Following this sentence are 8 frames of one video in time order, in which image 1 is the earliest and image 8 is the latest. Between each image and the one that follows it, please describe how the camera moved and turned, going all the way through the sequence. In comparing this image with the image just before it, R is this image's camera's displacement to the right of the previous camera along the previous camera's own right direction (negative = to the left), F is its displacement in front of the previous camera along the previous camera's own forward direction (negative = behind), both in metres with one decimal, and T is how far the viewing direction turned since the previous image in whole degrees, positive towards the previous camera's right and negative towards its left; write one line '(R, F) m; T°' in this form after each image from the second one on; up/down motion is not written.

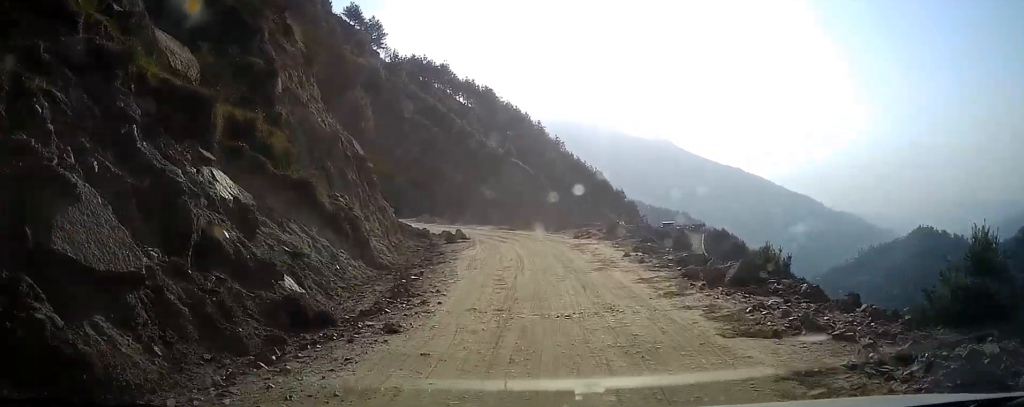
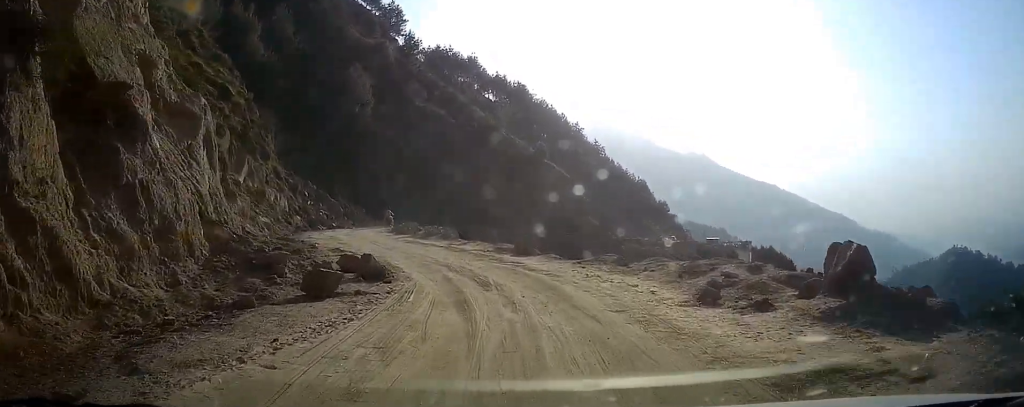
(-1.1, +17.3) m; -2°
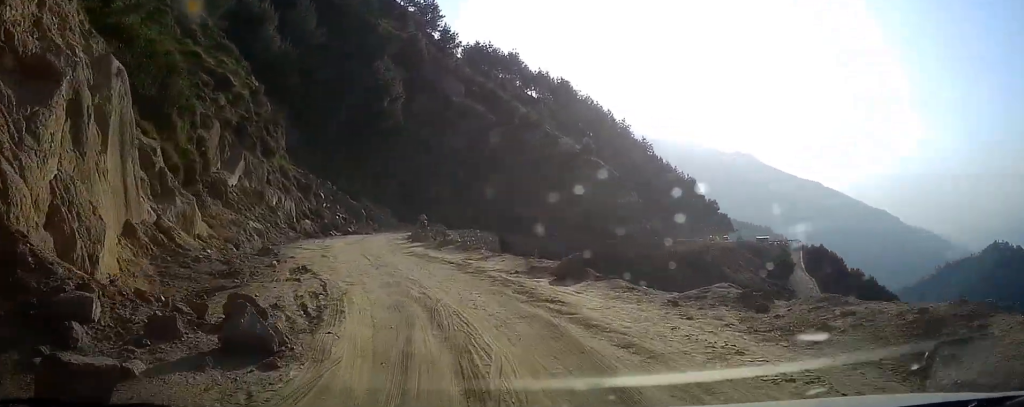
(+0.2, +6.4) m; -3°
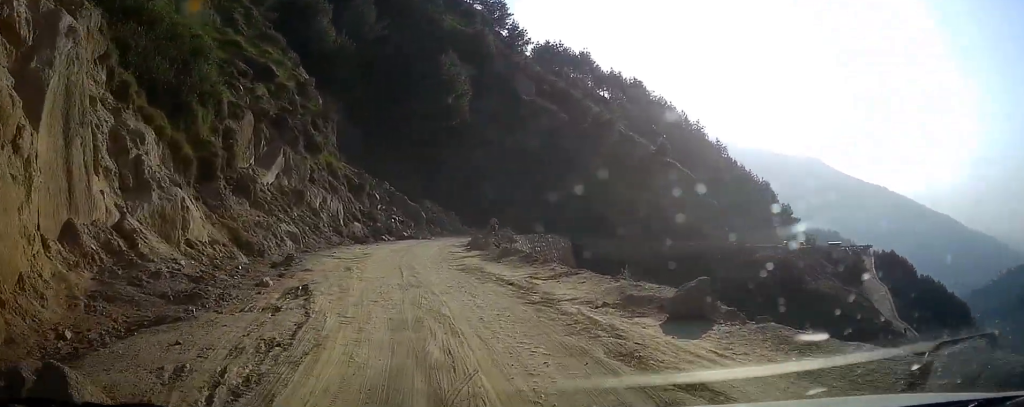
(+0.5, +4.0) m; -4°
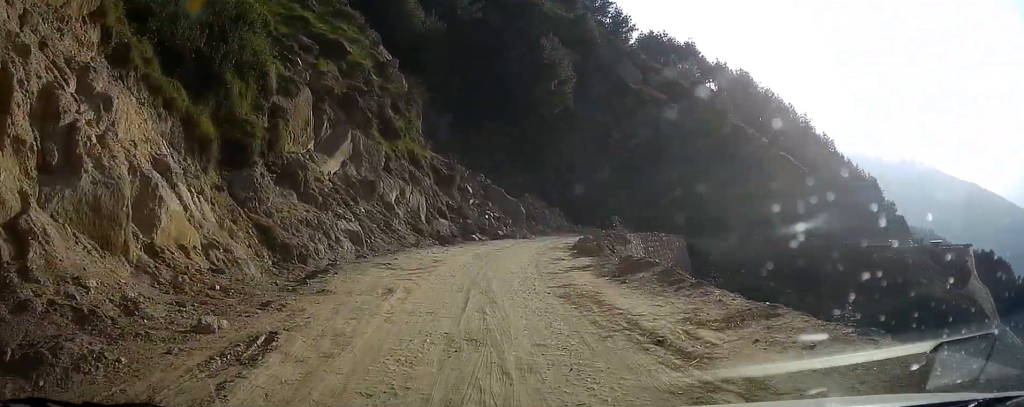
(-0.8, +4.9) m; -11°
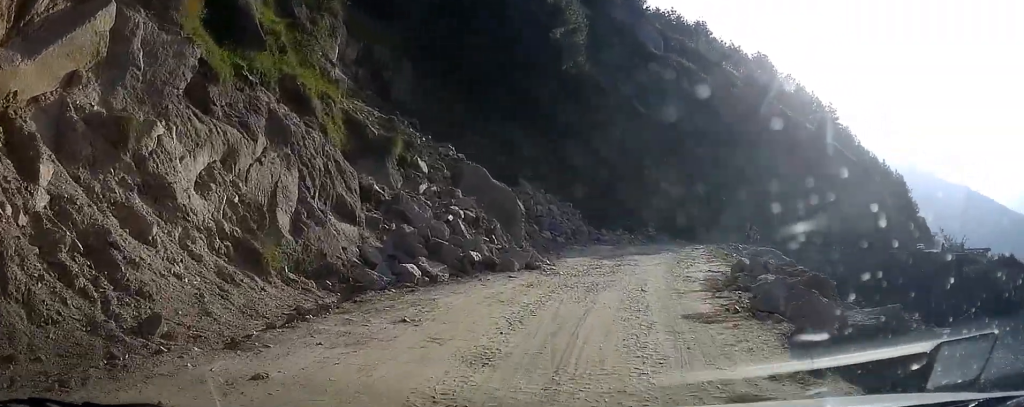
(-3.6, +16.4) m; -12°
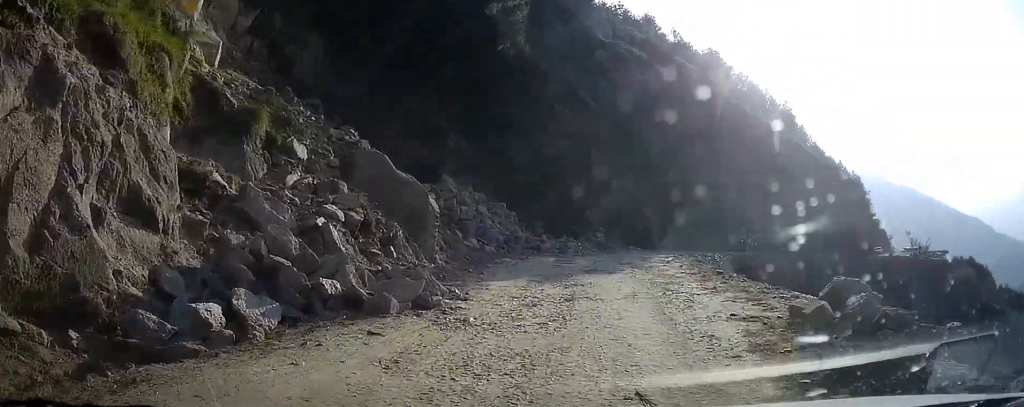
(0.0, +5.7) m; +5°
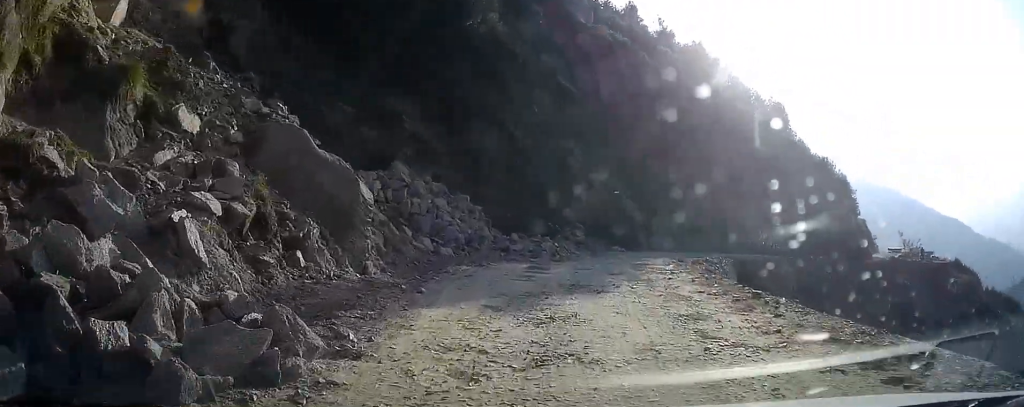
(+0.4, +3.9) m; +4°
